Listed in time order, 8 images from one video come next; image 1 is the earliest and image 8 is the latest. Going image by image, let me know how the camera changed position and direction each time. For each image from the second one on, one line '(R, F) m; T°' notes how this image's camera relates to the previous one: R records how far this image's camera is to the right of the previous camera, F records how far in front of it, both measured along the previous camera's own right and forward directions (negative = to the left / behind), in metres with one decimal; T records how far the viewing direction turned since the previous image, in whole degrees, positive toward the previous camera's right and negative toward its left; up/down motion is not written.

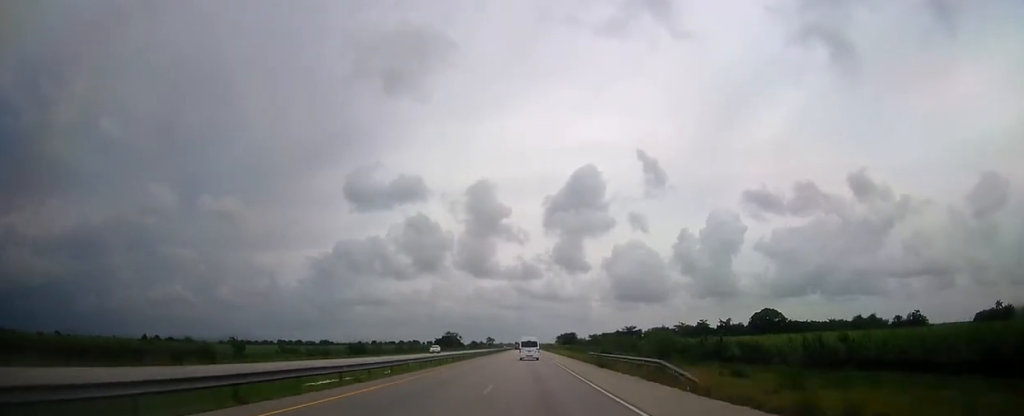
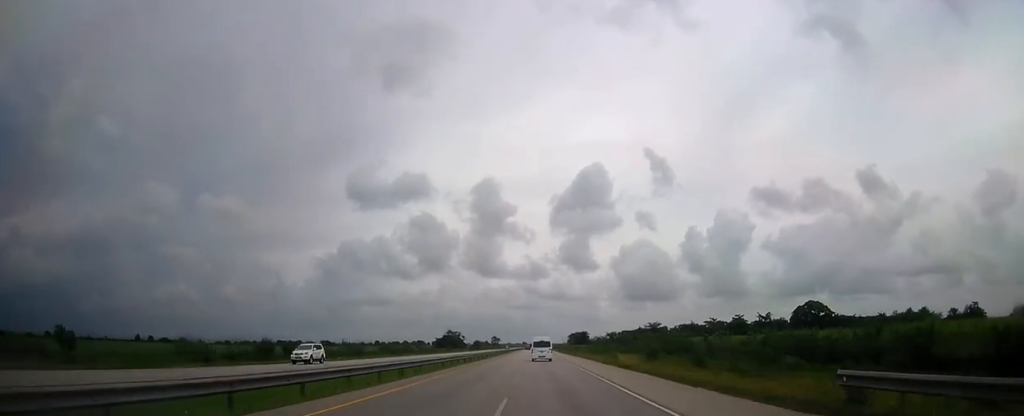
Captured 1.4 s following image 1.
(-0.2, +42.0) m; 0°
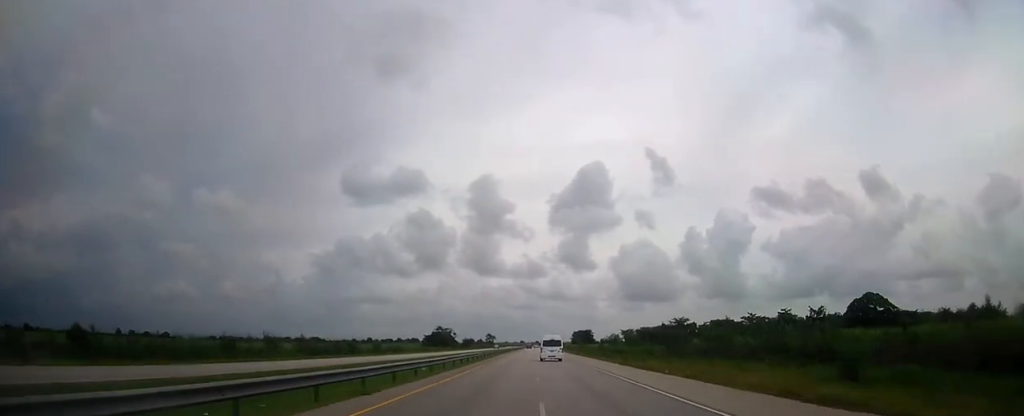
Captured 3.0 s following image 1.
(-0.1, +48.6) m; 0°
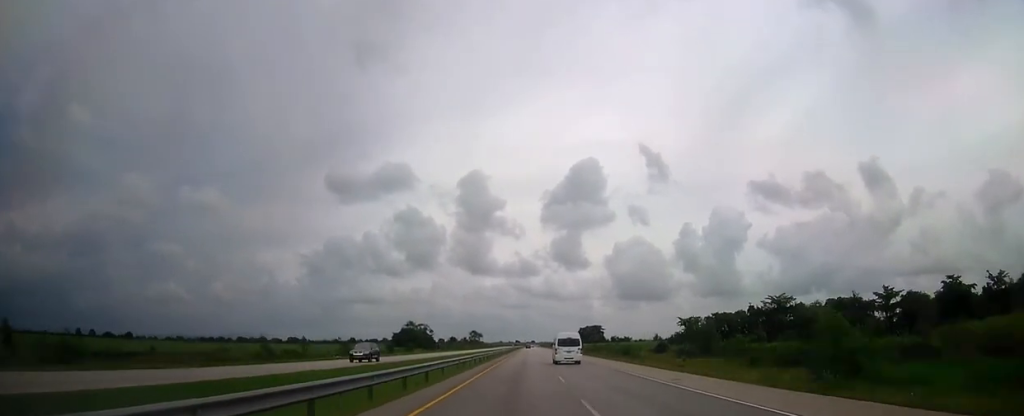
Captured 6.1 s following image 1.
(+0.2, +96.2) m; 0°
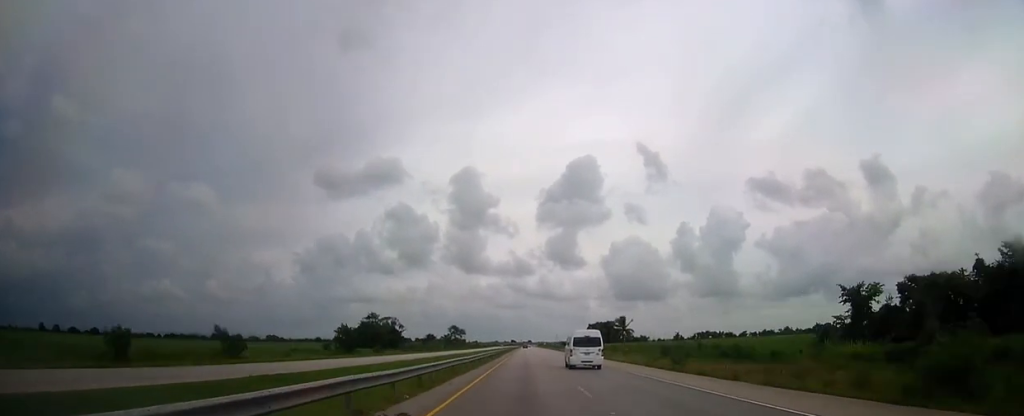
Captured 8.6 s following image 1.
(+0.4, +78.9) m; 0°
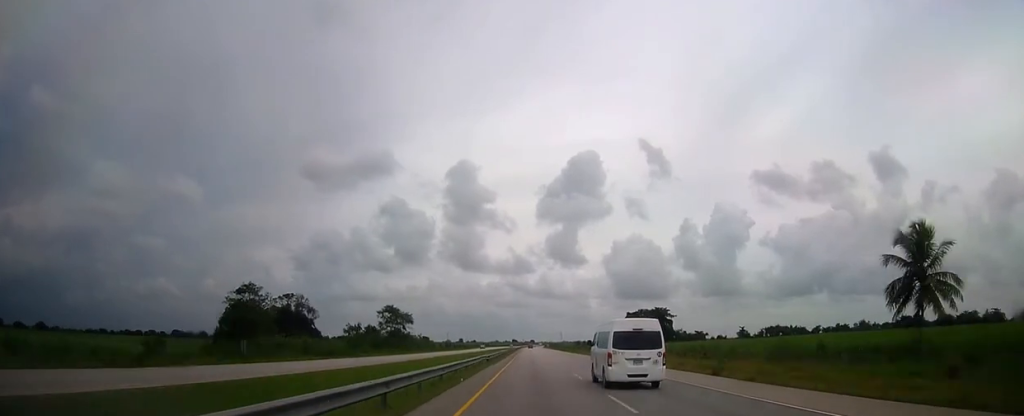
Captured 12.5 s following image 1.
(-0.3, +124.9) m; 0°
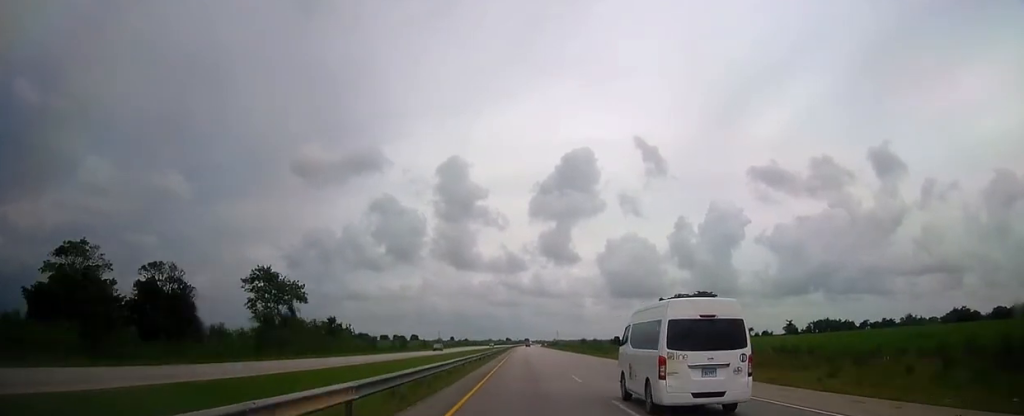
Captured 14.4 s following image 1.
(+0.2, +61.9) m; 0°
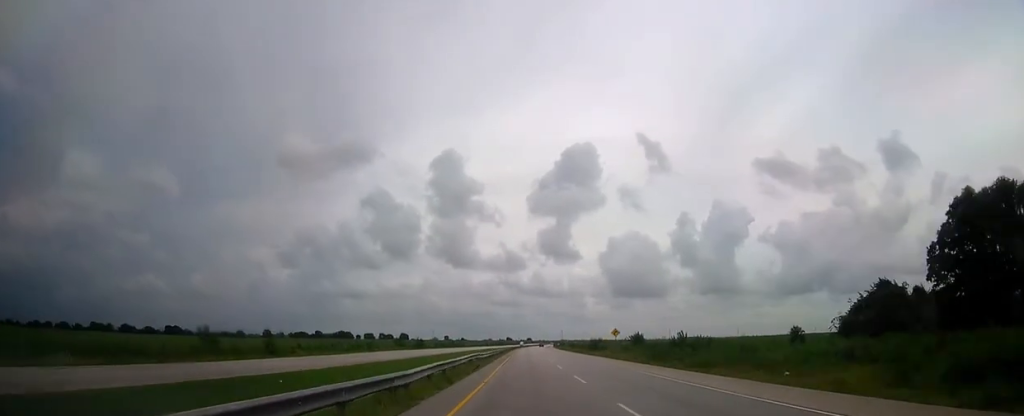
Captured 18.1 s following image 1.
(+0.3, +119.8) m; +1°
